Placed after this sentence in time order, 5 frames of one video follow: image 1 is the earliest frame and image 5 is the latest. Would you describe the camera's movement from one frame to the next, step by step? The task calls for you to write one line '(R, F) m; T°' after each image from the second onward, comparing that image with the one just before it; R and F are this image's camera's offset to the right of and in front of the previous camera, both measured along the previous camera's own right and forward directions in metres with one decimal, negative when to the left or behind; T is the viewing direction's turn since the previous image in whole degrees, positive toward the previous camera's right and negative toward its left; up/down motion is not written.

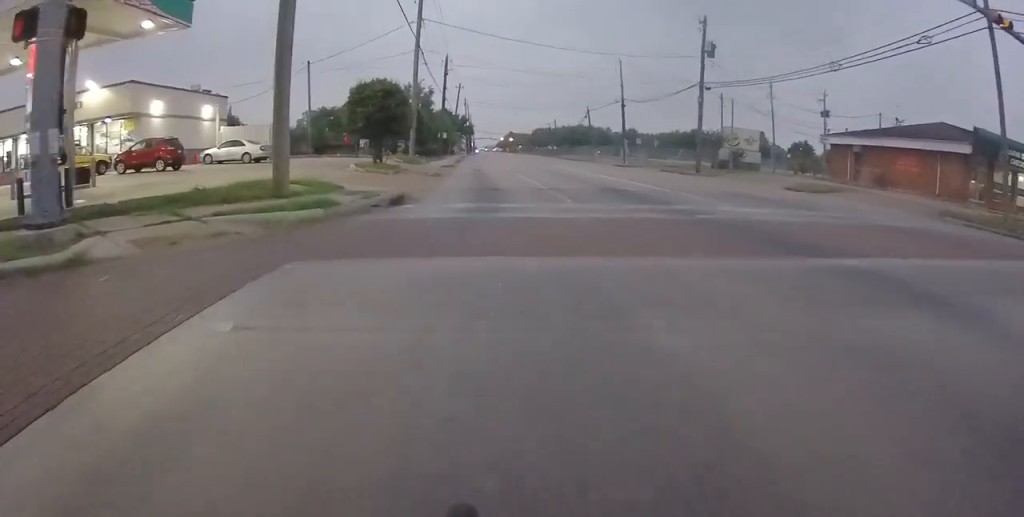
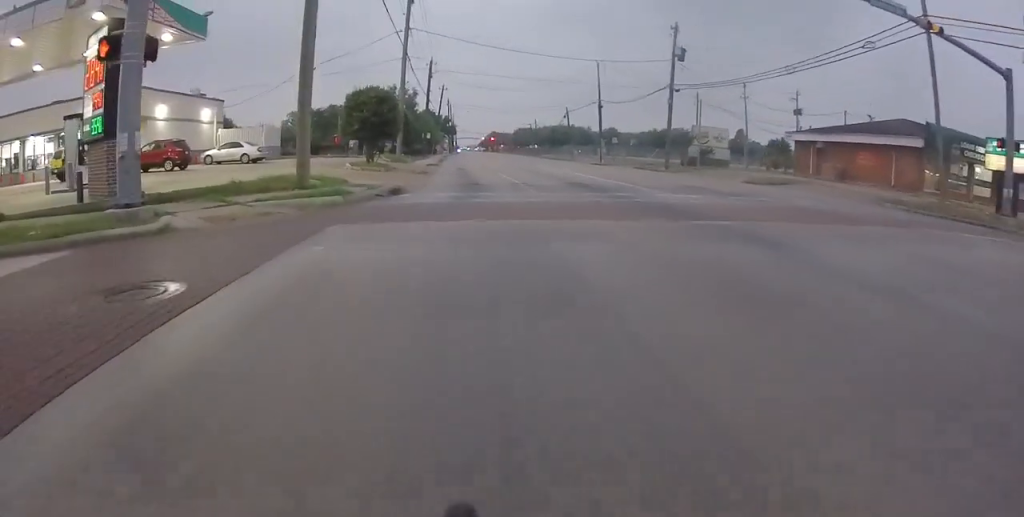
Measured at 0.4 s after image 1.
(+0.1, +2.6) m; 0°
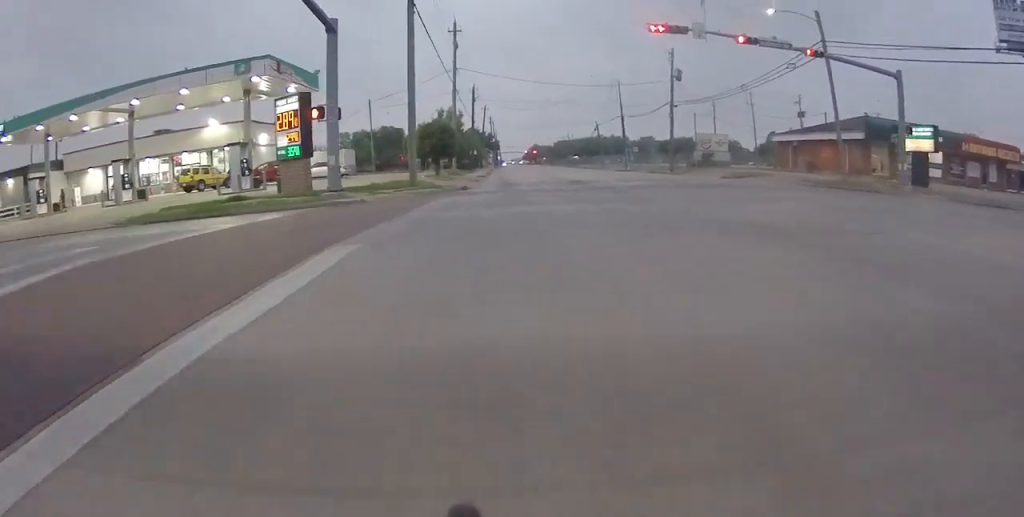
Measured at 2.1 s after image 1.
(-0.7, +10.2) m; -10°
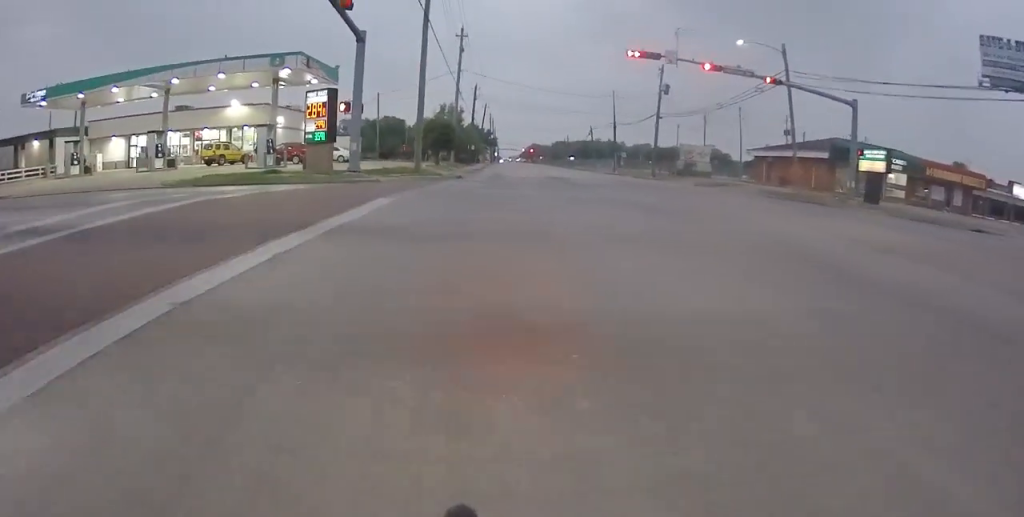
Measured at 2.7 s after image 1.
(-0.1, +4.4) m; +1°
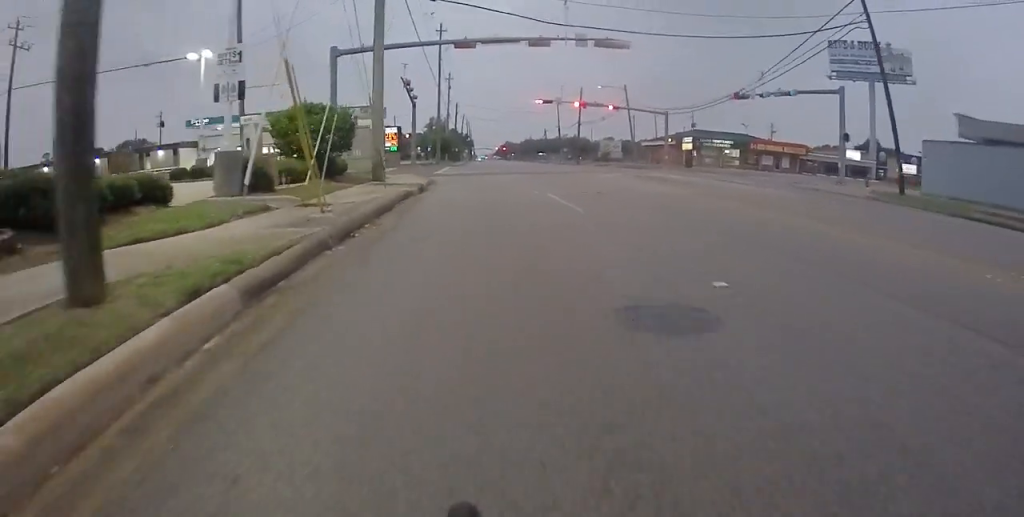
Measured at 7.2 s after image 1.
(+2.8, +30.7) m; +6°
